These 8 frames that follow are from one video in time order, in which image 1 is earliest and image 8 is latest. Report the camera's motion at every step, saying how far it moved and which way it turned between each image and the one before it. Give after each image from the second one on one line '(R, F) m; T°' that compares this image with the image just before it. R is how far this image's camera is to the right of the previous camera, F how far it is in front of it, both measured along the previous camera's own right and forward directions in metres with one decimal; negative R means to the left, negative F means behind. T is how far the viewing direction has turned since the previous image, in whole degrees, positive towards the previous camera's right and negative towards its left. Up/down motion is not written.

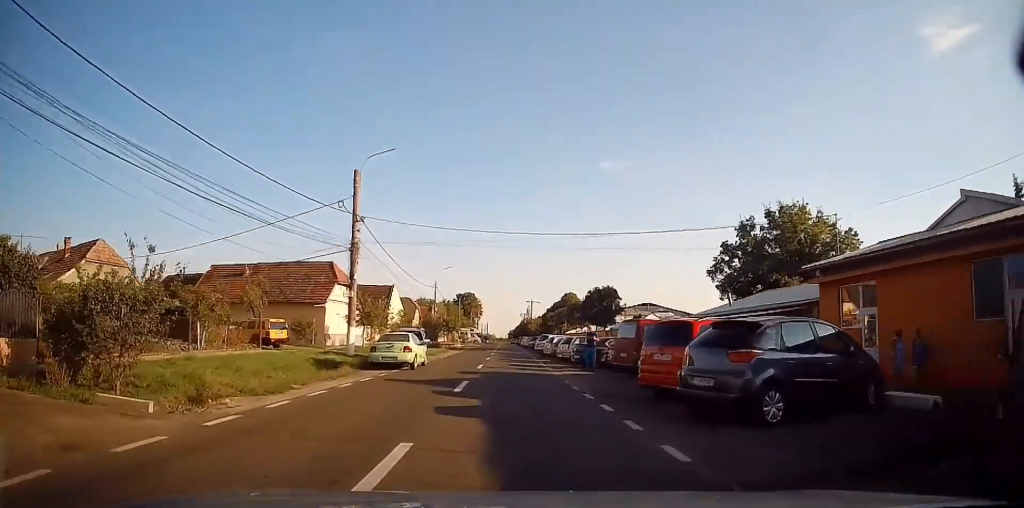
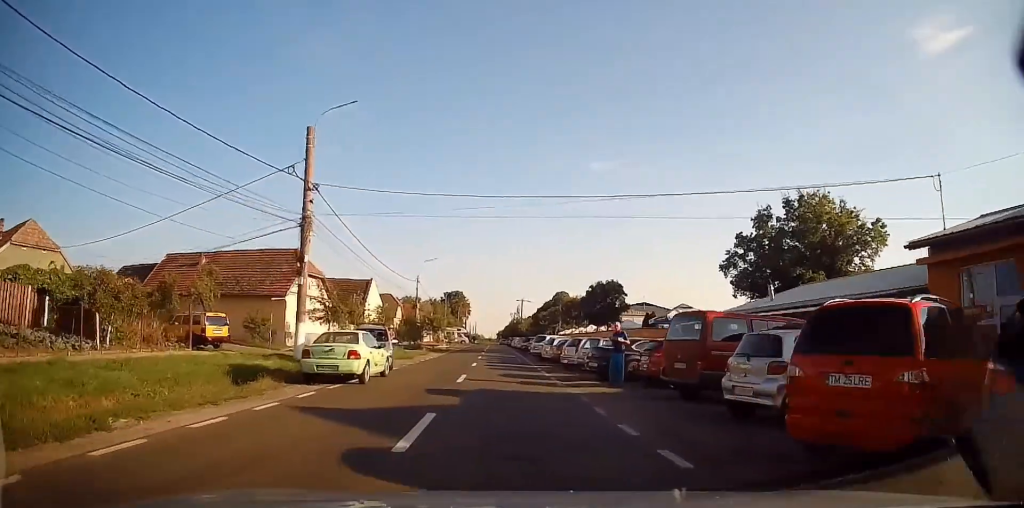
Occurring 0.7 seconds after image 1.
(+0.2, +6.5) m; +1°
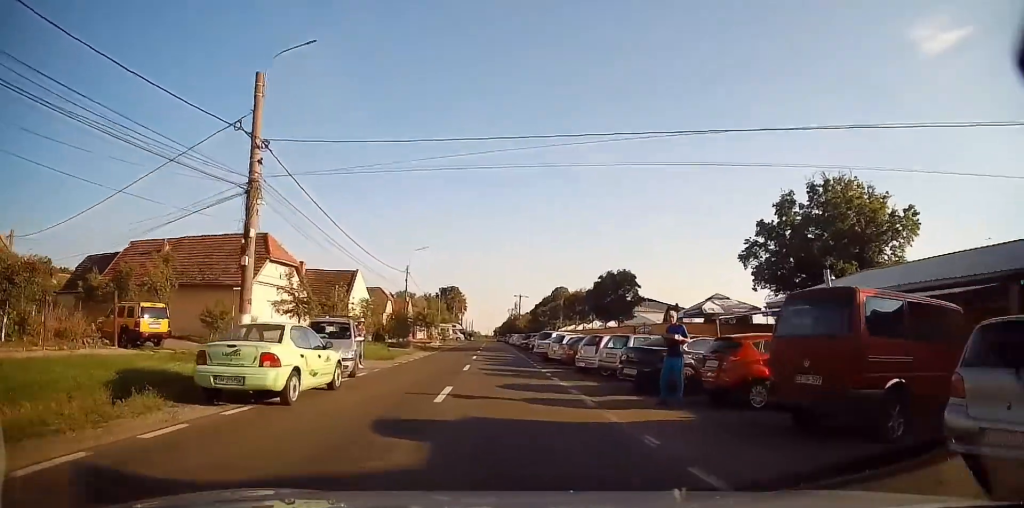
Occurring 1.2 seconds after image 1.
(0.0, +5.3) m; 0°
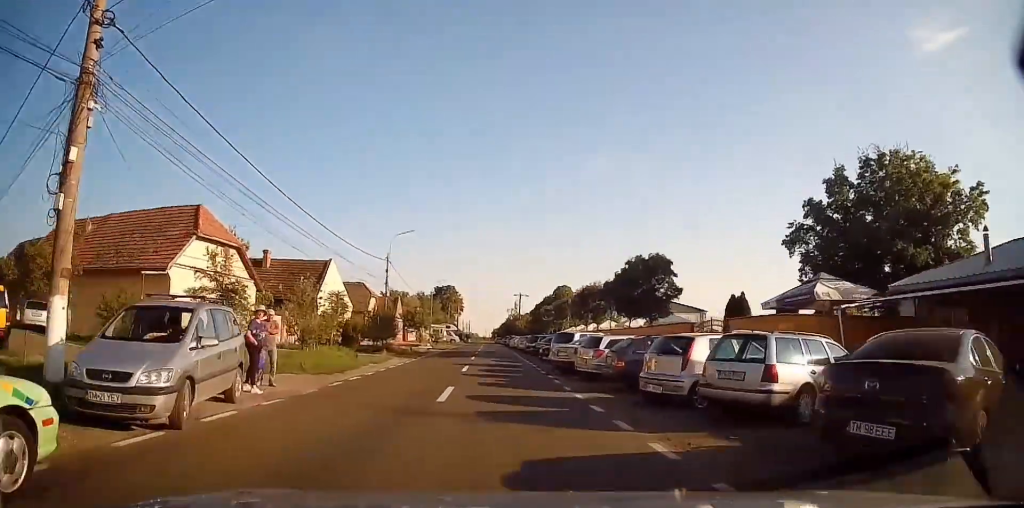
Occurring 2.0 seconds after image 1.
(-0.1, +8.7) m; 0°
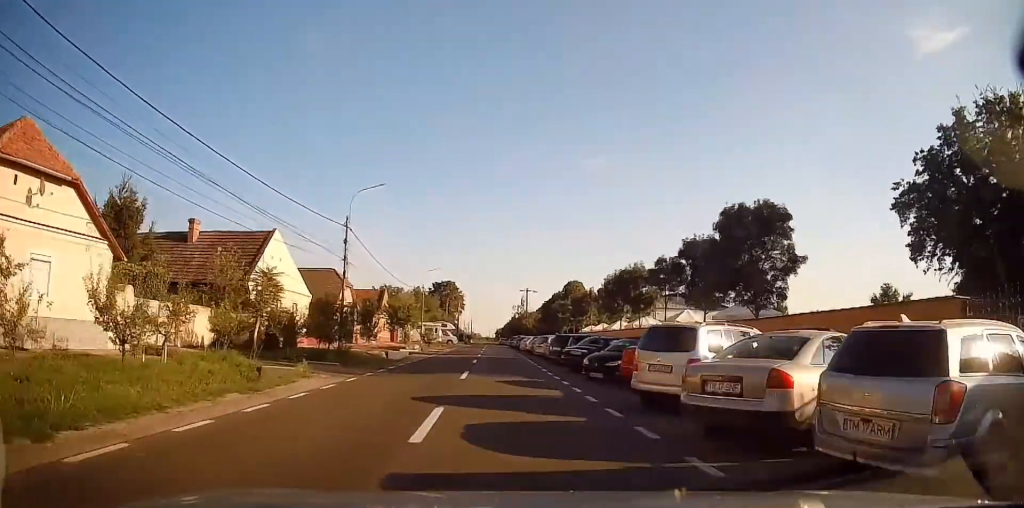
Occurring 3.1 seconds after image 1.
(+0.1, +13.1) m; -1°
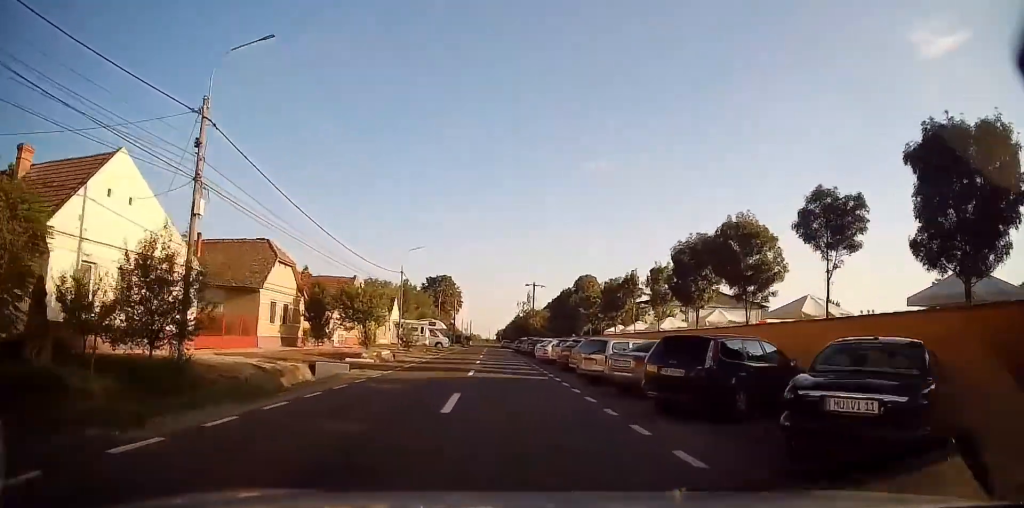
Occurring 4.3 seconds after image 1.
(-0.4, +15.5) m; -1°
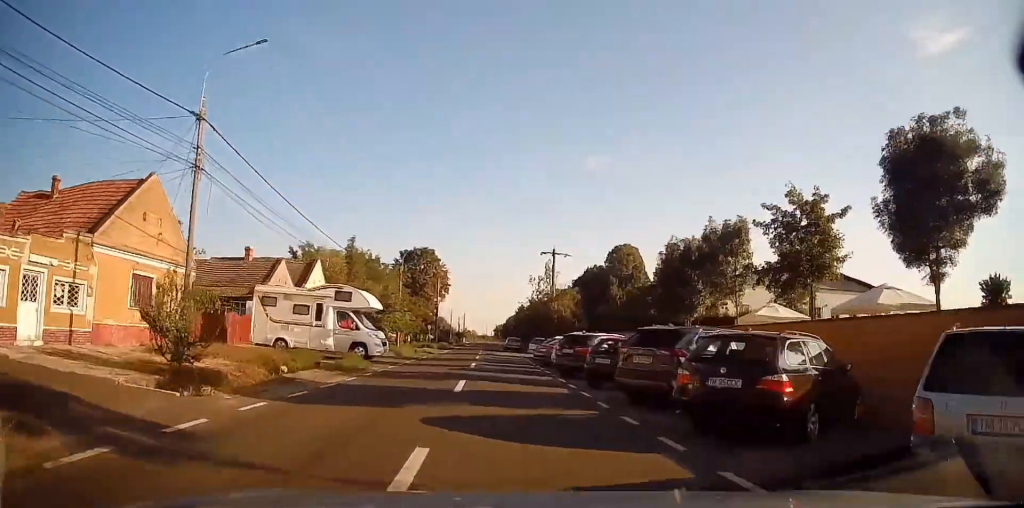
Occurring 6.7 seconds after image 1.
(+0.9, +33.2) m; +1°
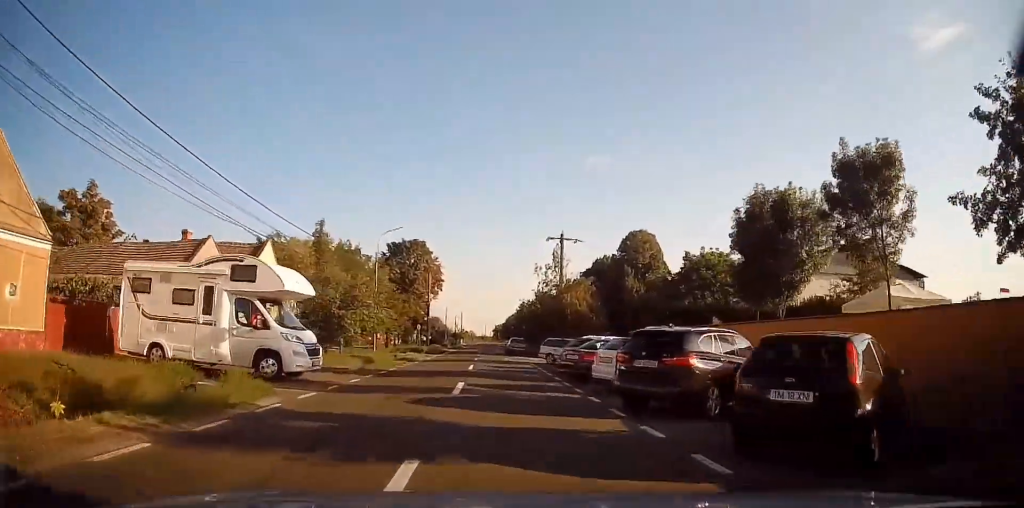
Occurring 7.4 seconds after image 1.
(-0.1, +9.5) m; 0°
